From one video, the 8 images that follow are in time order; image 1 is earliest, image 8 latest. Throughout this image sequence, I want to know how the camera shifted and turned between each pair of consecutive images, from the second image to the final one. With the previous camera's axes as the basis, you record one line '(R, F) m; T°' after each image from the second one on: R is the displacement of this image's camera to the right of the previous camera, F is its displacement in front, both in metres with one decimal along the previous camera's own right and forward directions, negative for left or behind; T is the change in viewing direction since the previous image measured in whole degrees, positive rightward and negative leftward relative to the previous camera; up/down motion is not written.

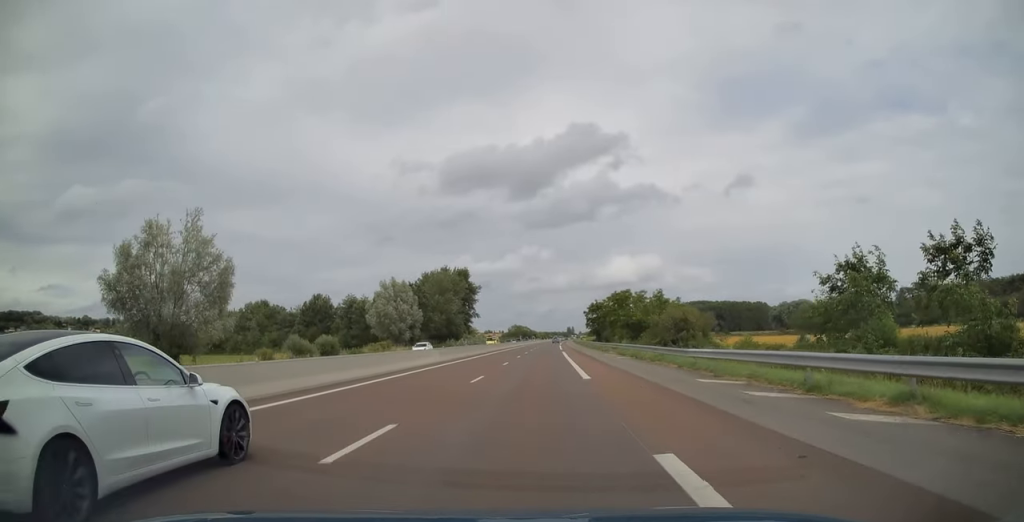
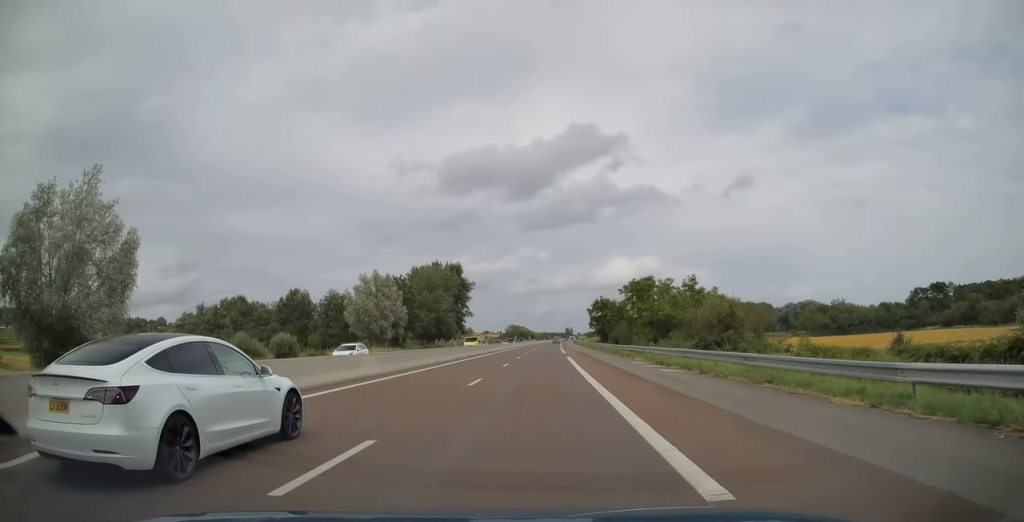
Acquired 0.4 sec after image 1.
(+0.1, +14.5) m; 0°
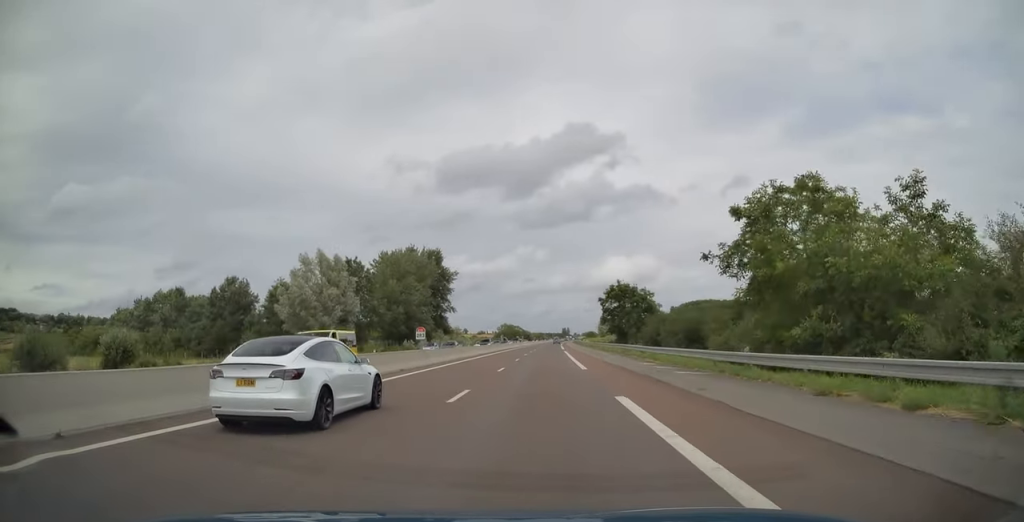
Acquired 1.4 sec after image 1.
(+0.1, +31.1) m; 0°
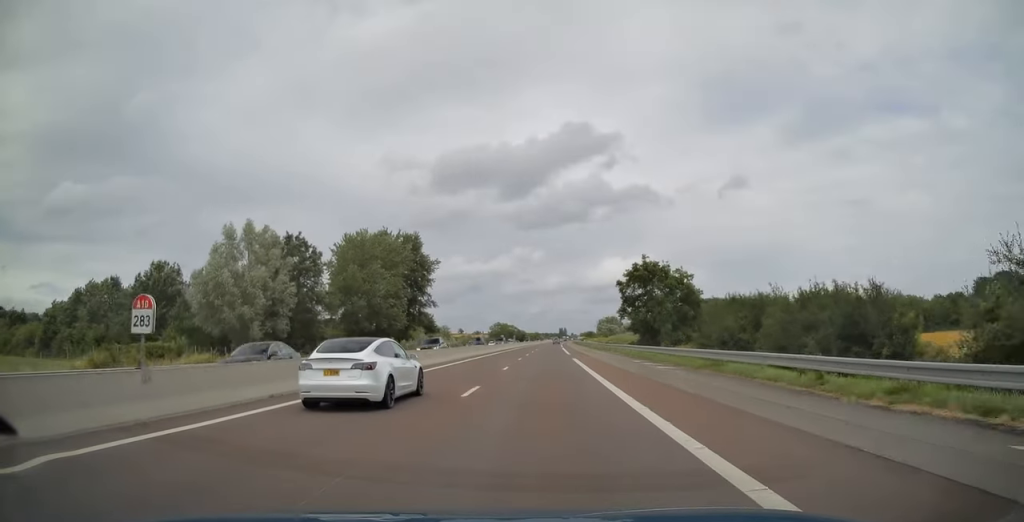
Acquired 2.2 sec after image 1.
(0.0, +24.7) m; 0°
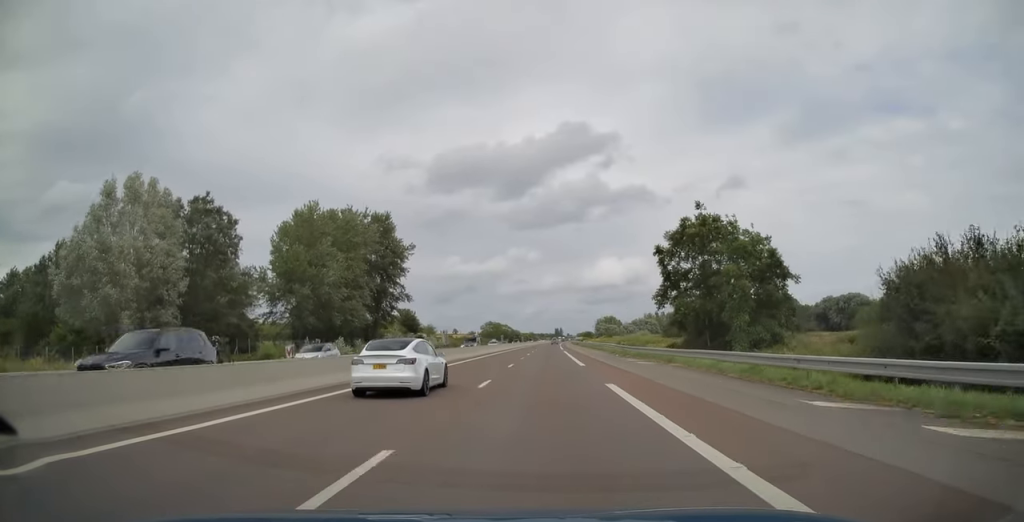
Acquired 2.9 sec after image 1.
(0.0, +23.1) m; 0°
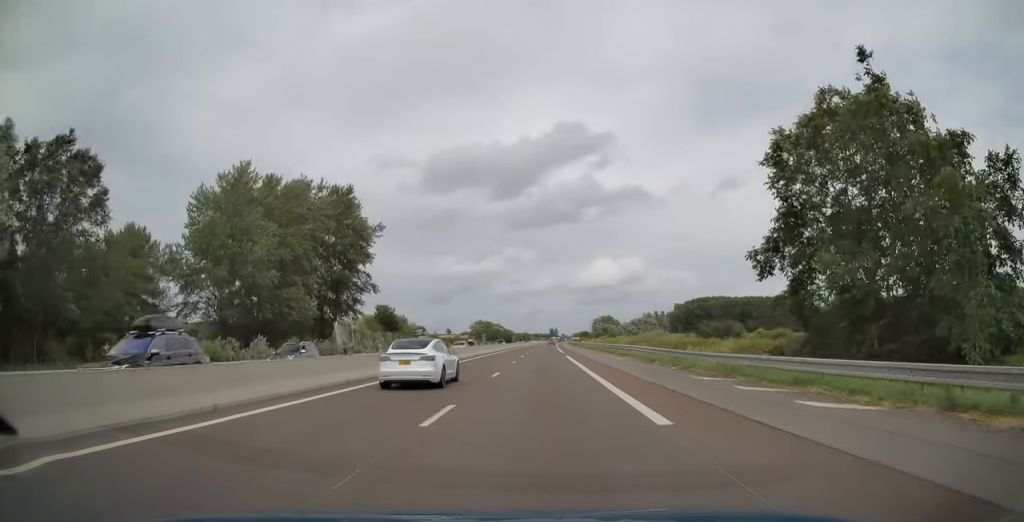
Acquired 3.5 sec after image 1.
(0.0, +20.9) m; 0°
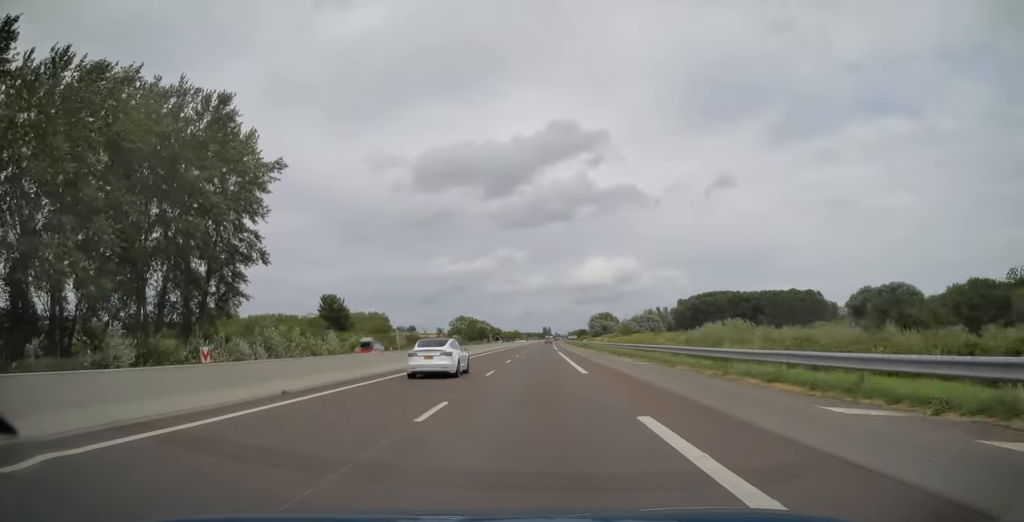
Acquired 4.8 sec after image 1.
(+0.1, +38.7) m; +1°
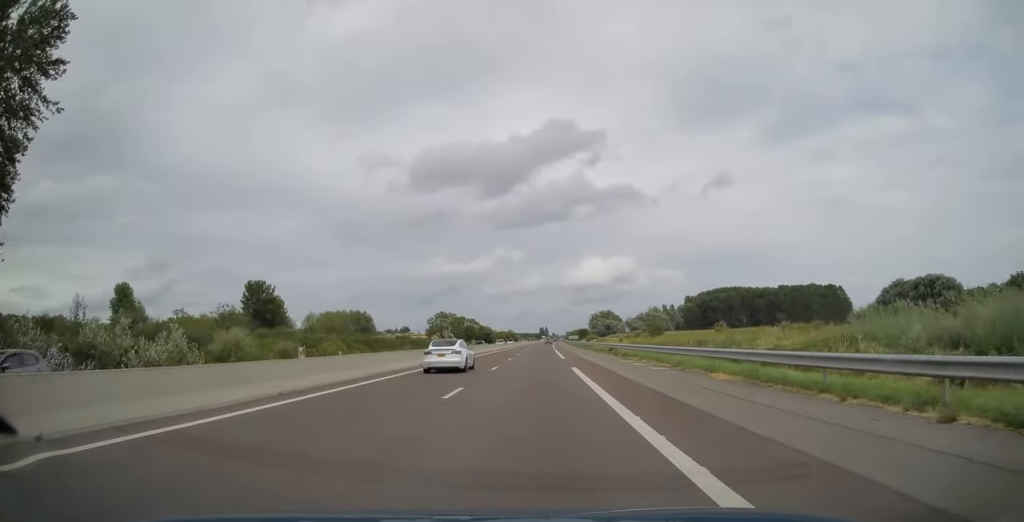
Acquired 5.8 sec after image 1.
(+0.4, +34.9) m; +1°
